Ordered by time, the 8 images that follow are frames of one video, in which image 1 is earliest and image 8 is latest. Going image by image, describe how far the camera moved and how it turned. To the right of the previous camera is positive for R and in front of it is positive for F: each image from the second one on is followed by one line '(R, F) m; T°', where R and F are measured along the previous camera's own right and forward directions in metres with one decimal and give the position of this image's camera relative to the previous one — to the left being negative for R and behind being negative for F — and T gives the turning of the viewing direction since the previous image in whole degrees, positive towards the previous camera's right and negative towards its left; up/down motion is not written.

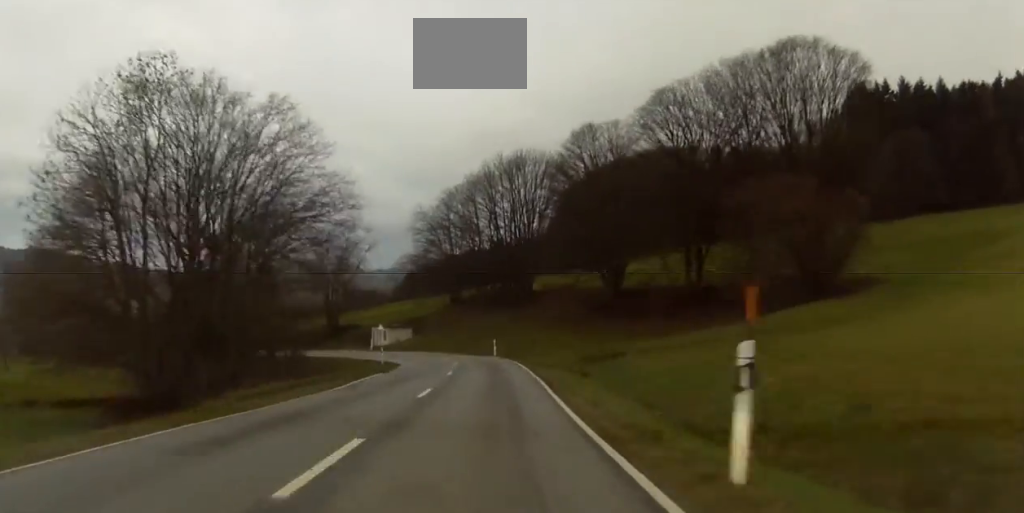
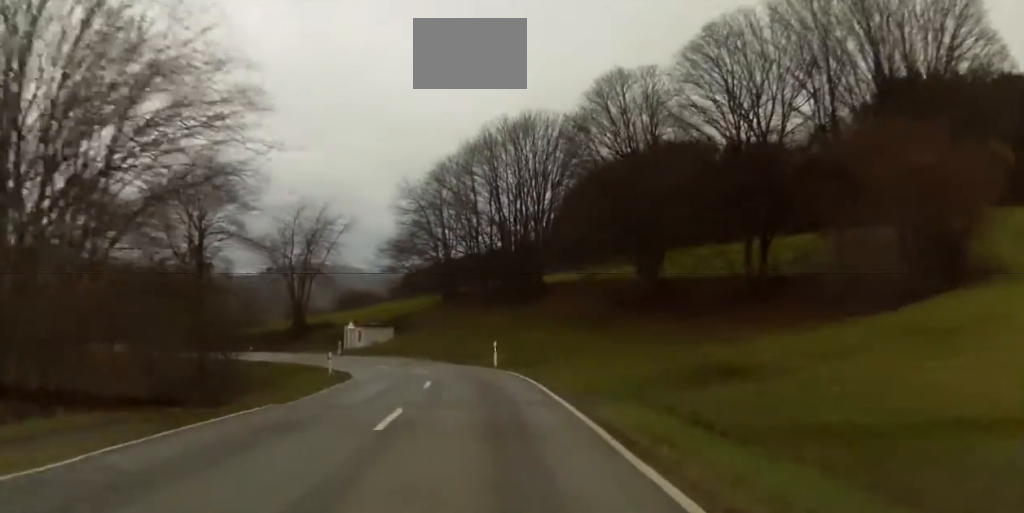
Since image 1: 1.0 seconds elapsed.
(+0.2, +17.7) m; +1°
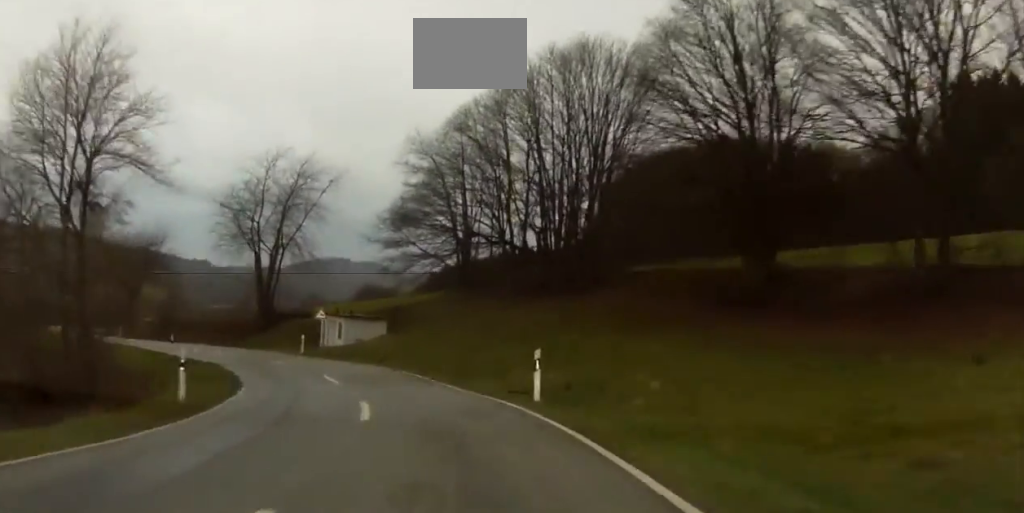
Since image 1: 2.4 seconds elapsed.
(+0.5, +23.4) m; -2°
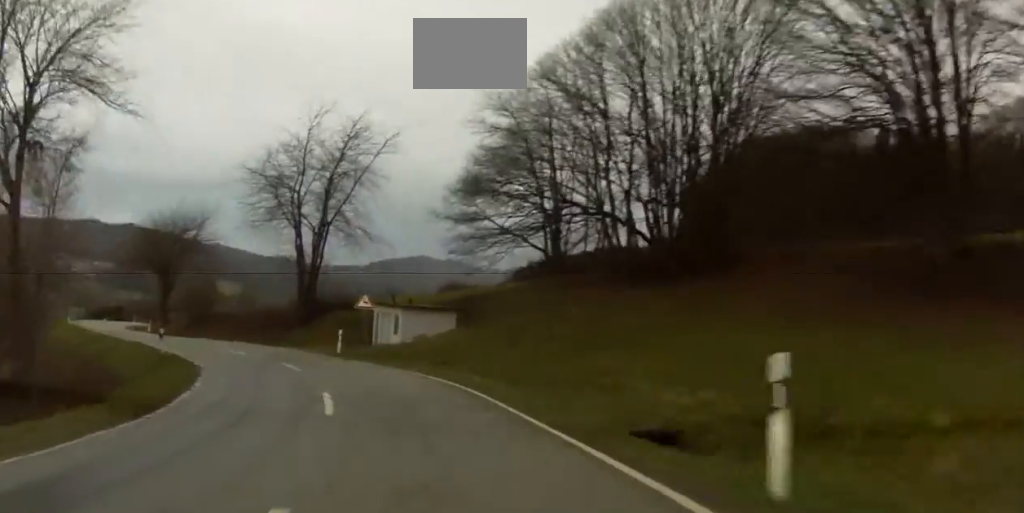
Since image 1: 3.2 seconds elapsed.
(-0.3, +13.6) m; -3°
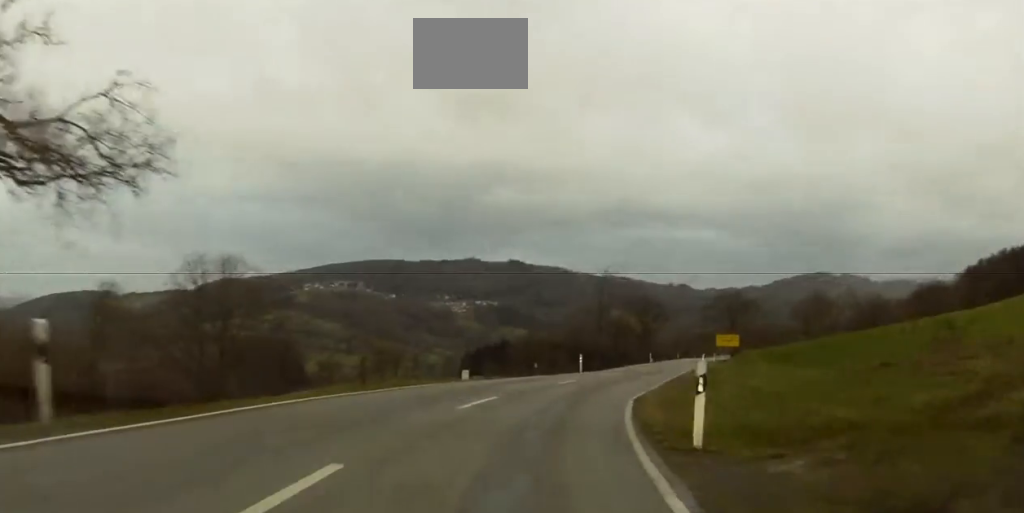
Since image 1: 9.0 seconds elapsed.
(-26.2, +85.4) m; -27°
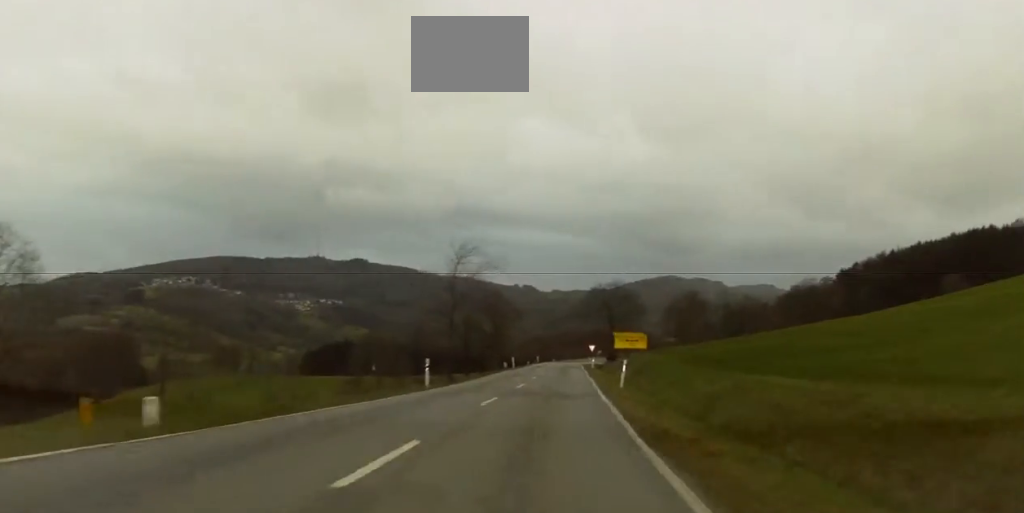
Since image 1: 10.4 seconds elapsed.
(+0.4, +21.3) m; +5°
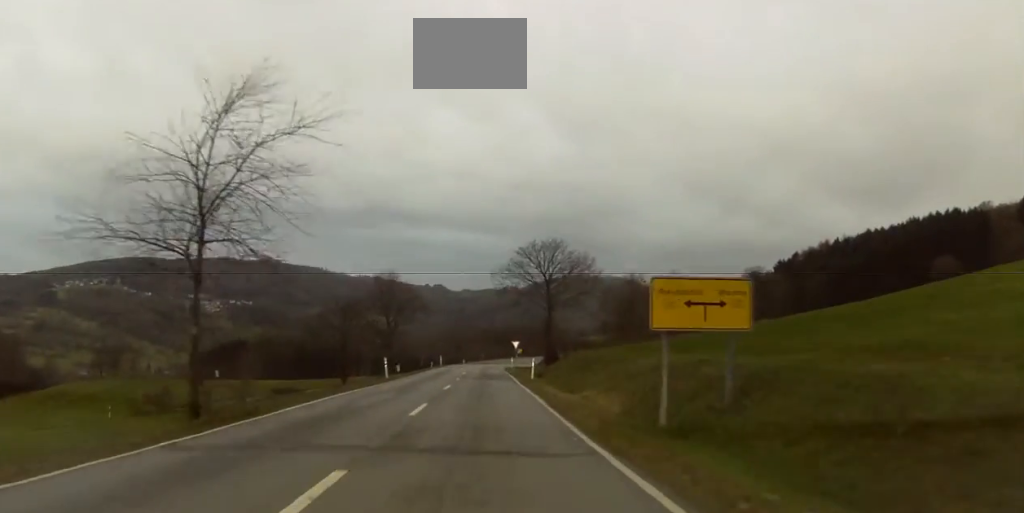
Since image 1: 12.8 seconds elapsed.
(+3.2, +38.7) m; +9°
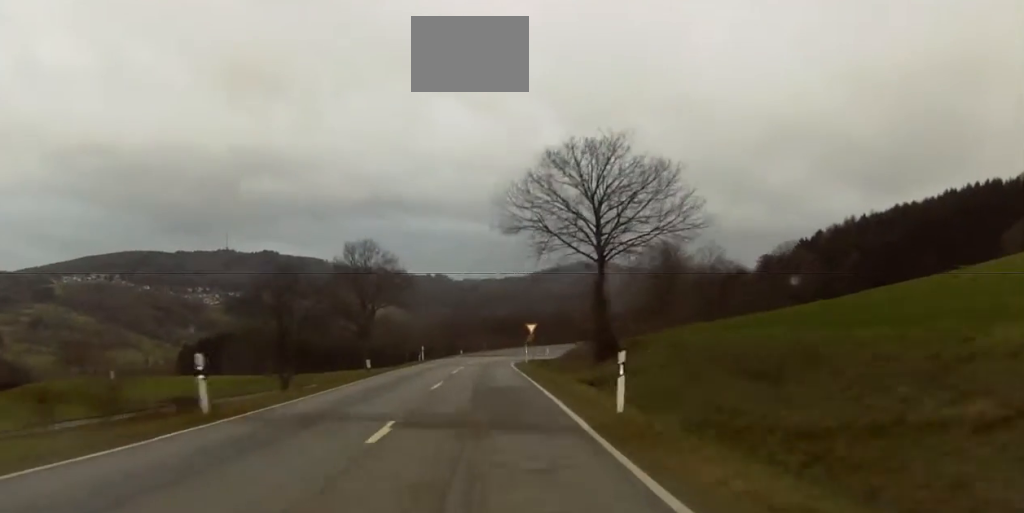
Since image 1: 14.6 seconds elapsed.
(+1.6, +30.8) m; +3°
